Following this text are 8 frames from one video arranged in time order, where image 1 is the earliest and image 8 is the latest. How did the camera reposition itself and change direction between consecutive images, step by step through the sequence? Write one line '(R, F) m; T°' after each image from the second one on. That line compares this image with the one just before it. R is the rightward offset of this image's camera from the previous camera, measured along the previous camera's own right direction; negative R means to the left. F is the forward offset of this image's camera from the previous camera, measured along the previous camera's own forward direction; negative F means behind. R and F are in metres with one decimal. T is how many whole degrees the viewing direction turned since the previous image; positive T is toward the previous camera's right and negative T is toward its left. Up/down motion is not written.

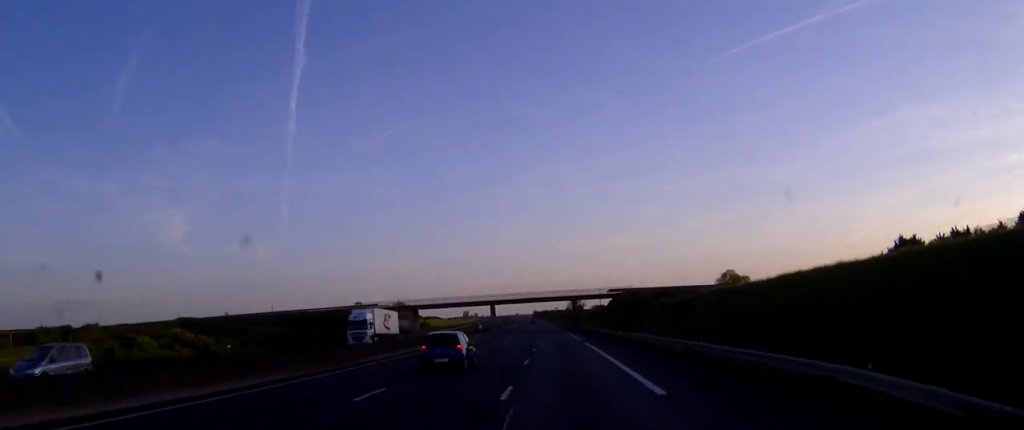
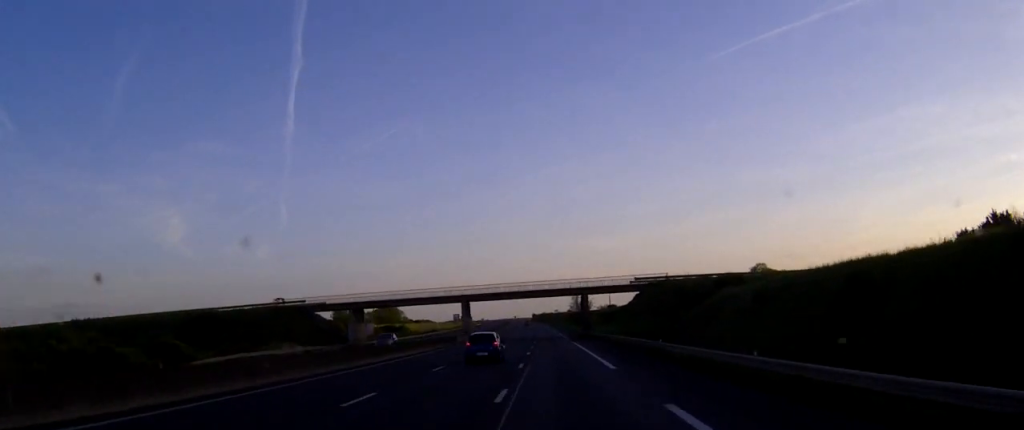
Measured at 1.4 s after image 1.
(-0.1, +40.3) m; 0°
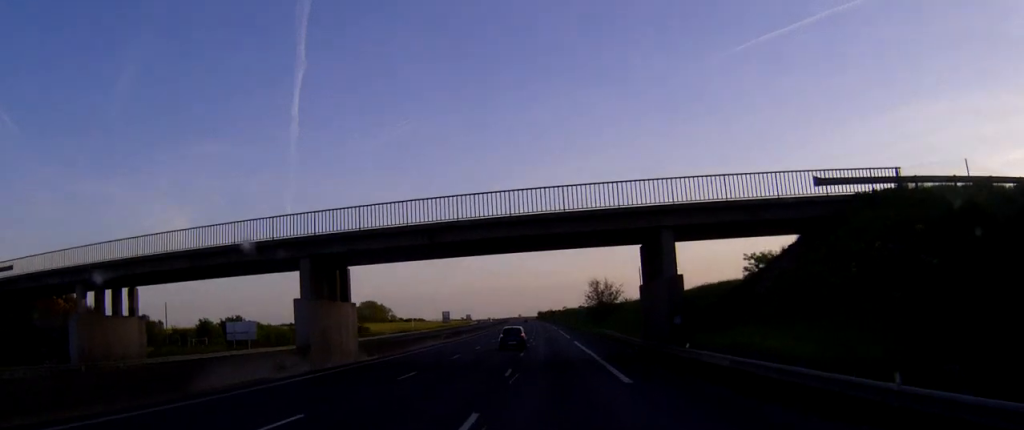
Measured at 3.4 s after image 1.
(-0.1, +59.1) m; 0°
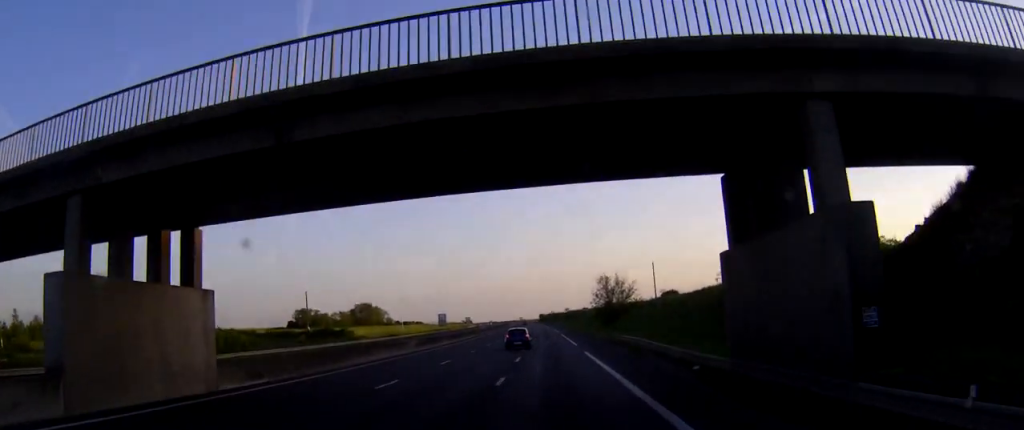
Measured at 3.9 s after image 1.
(0.0, +16.8) m; 0°
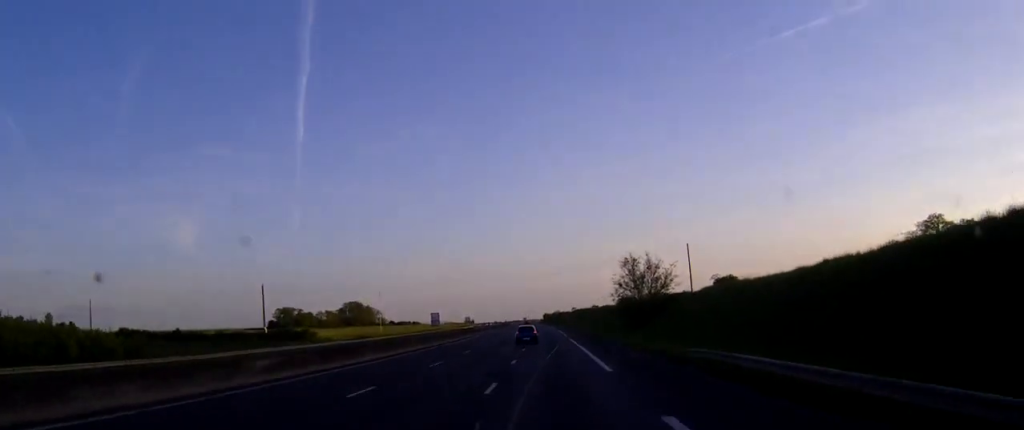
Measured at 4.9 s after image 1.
(-0.1, +29.7) m; 0°
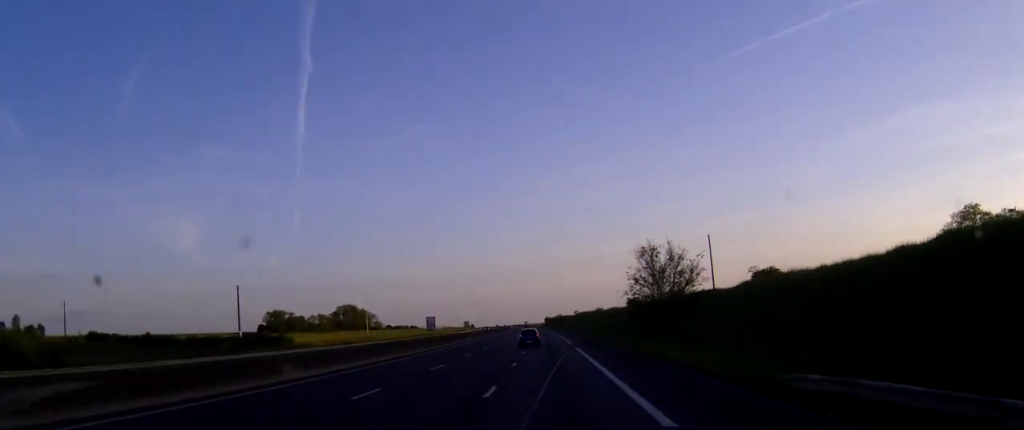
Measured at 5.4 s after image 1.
(0.0, +12.9) m; 0°
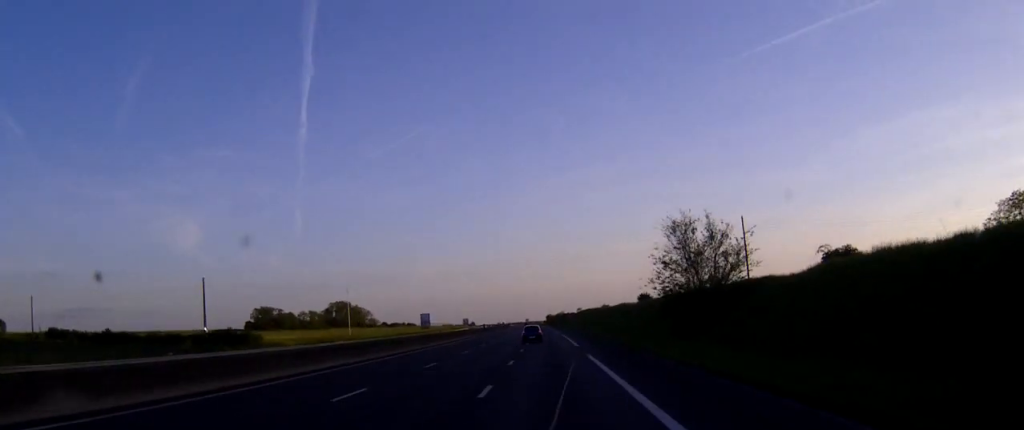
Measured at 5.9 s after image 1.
(0.0, +14.9) m; 0°
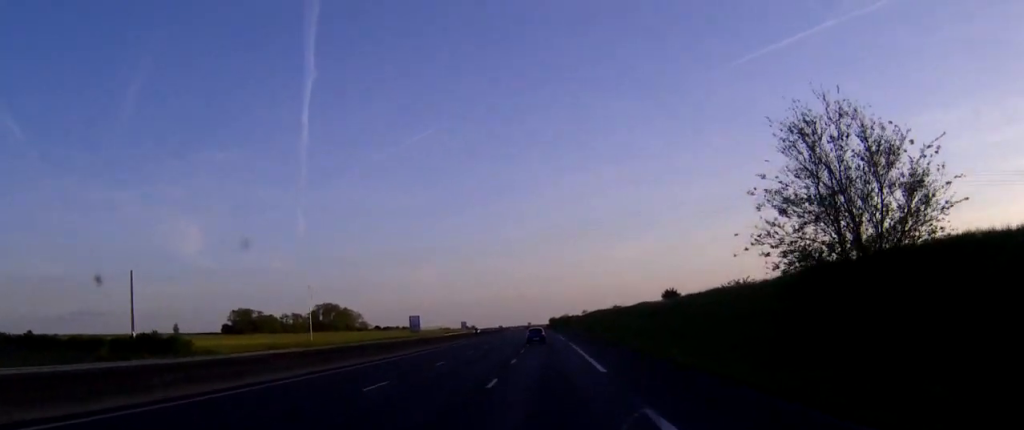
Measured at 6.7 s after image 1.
(0.0, +23.7) m; 0°
